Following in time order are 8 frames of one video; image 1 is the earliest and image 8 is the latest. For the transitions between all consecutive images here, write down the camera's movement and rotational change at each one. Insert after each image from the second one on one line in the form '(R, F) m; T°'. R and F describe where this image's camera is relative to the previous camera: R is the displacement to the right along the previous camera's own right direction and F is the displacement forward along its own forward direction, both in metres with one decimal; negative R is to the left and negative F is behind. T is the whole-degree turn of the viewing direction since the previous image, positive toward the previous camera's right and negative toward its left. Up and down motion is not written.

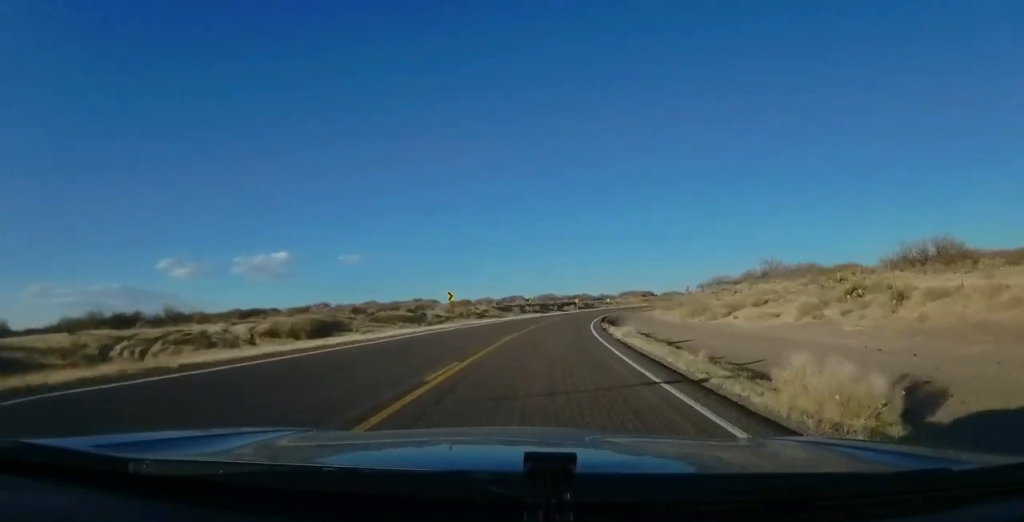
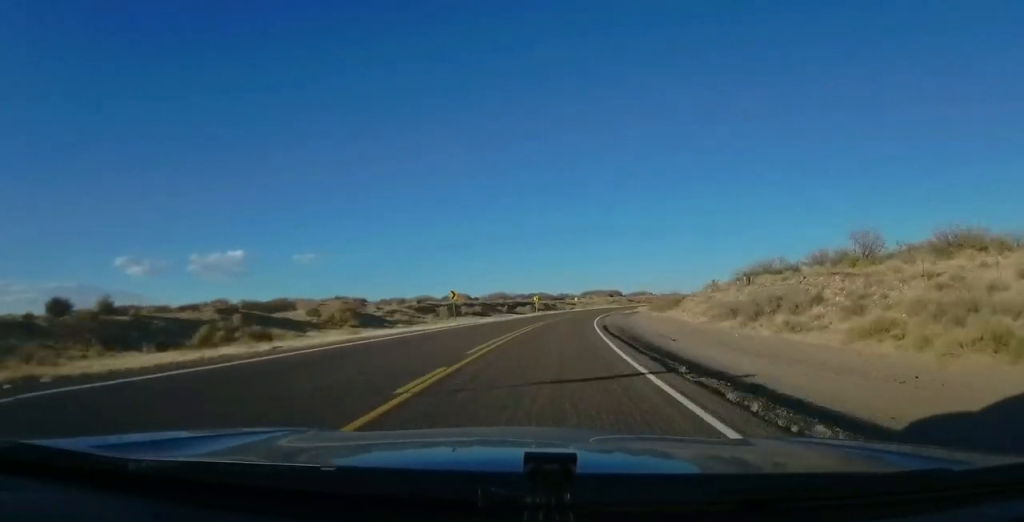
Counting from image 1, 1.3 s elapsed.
(+2.4, +39.1) m; +6°
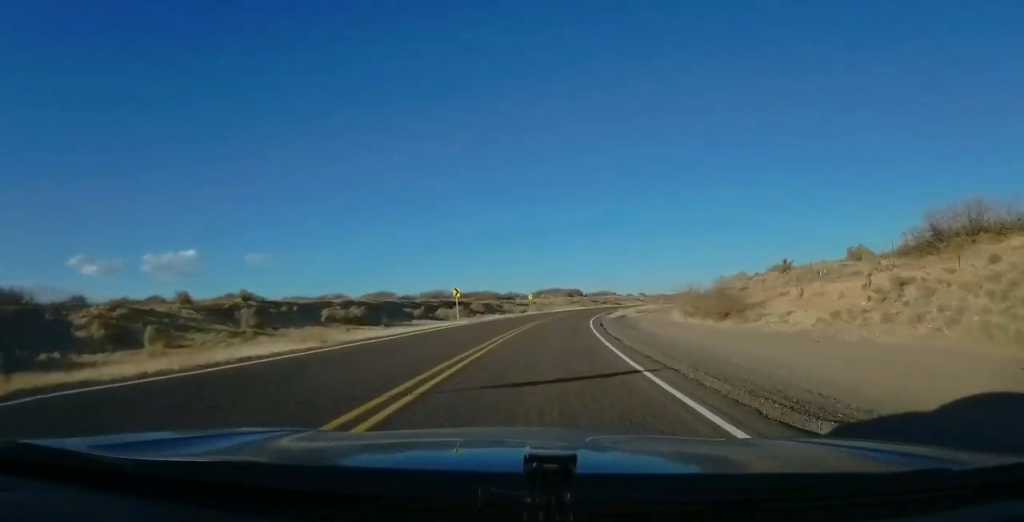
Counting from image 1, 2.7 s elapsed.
(+1.6, +39.4) m; +4°
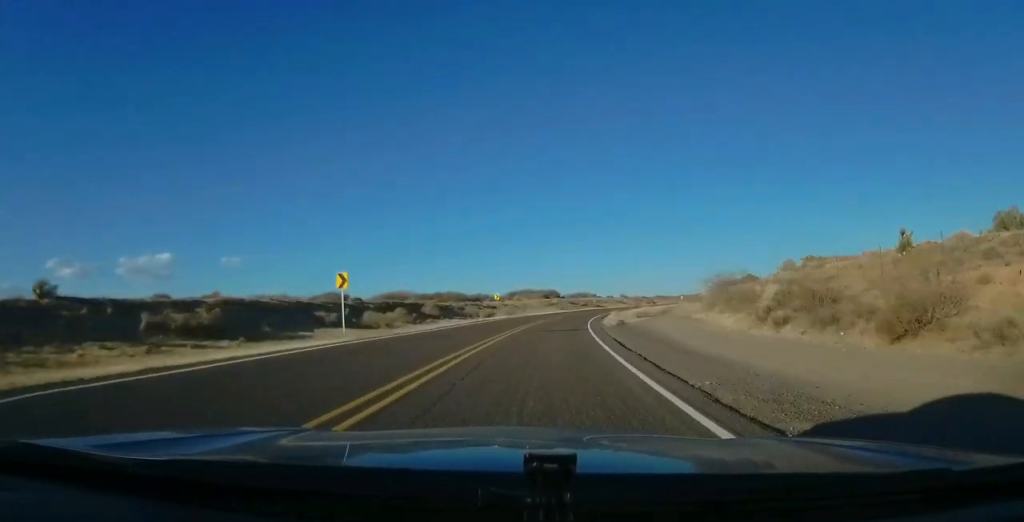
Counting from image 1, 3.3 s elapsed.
(+0.2, +19.7) m; +2°
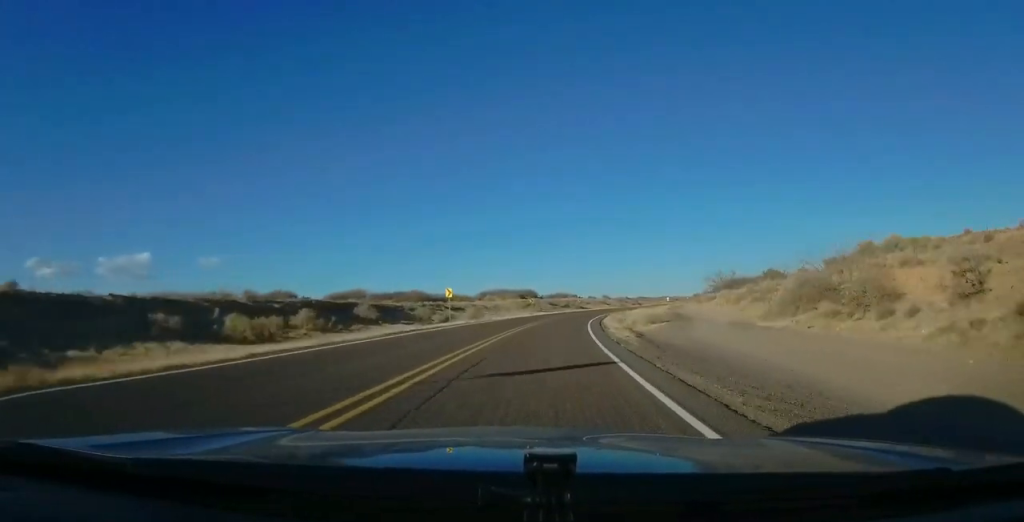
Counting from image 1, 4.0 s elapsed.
(+0.3, +18.8) m; +2°
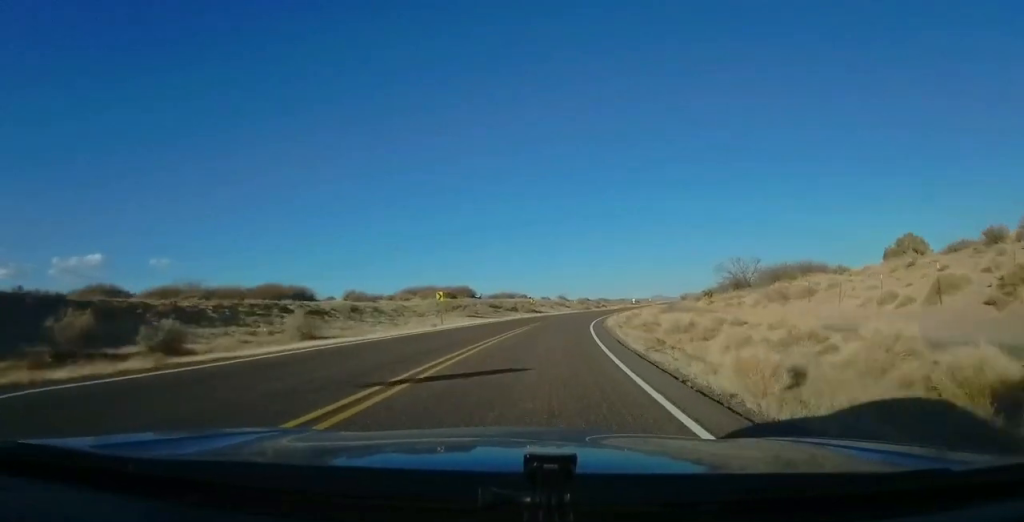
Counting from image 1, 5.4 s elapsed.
(+2.1, +42.5) m; +8°
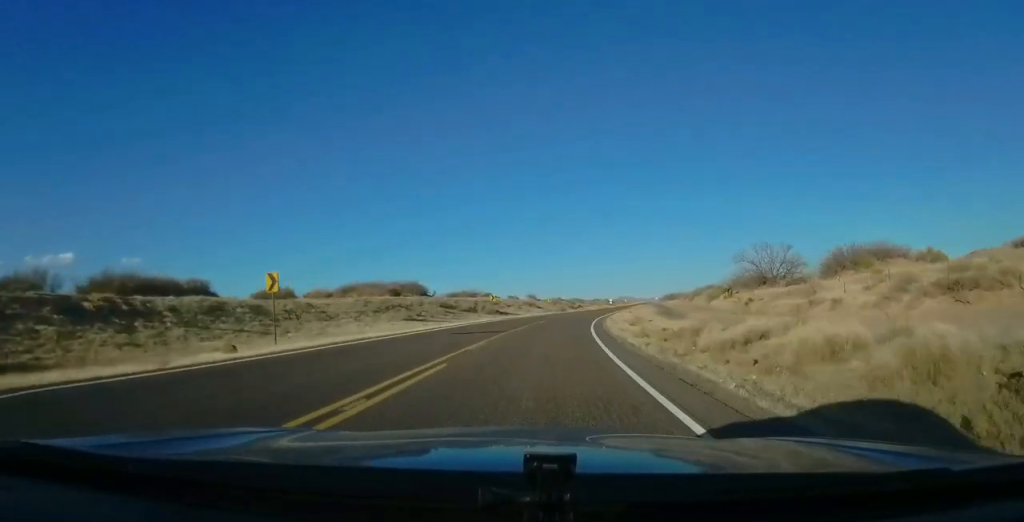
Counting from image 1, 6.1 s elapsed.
(+1.1, +21.8) m; +5°
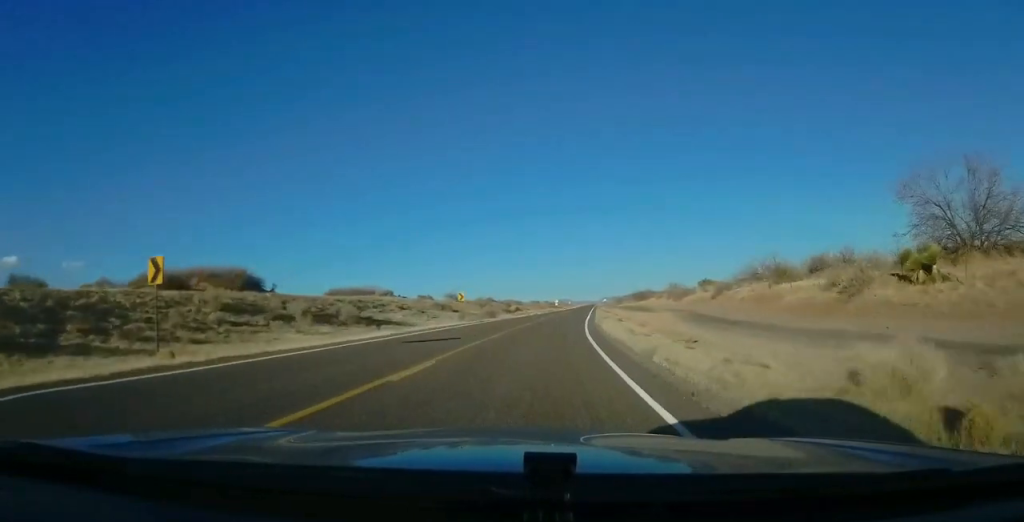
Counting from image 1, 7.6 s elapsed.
(+3.2, +43.6) m; +7°
